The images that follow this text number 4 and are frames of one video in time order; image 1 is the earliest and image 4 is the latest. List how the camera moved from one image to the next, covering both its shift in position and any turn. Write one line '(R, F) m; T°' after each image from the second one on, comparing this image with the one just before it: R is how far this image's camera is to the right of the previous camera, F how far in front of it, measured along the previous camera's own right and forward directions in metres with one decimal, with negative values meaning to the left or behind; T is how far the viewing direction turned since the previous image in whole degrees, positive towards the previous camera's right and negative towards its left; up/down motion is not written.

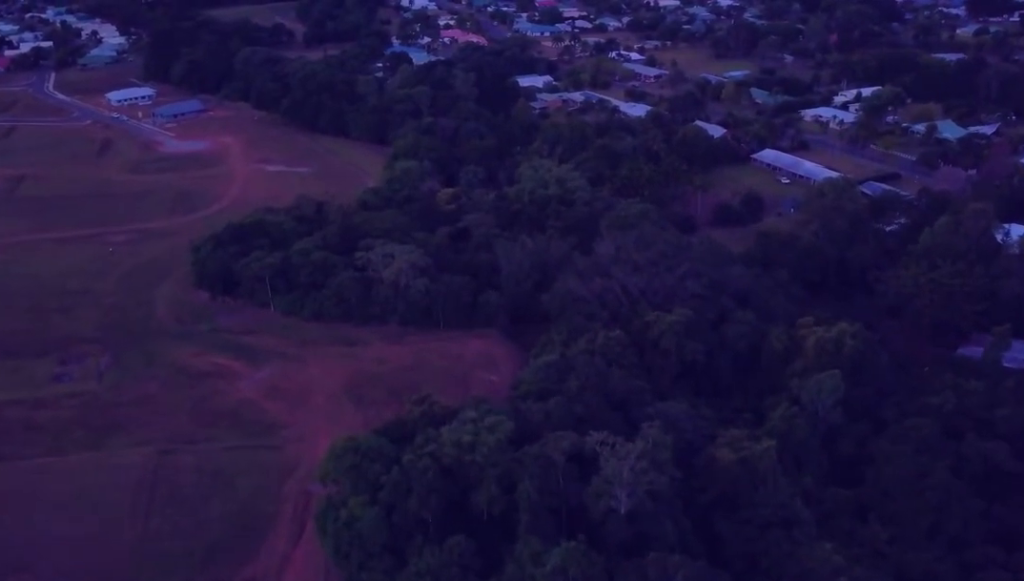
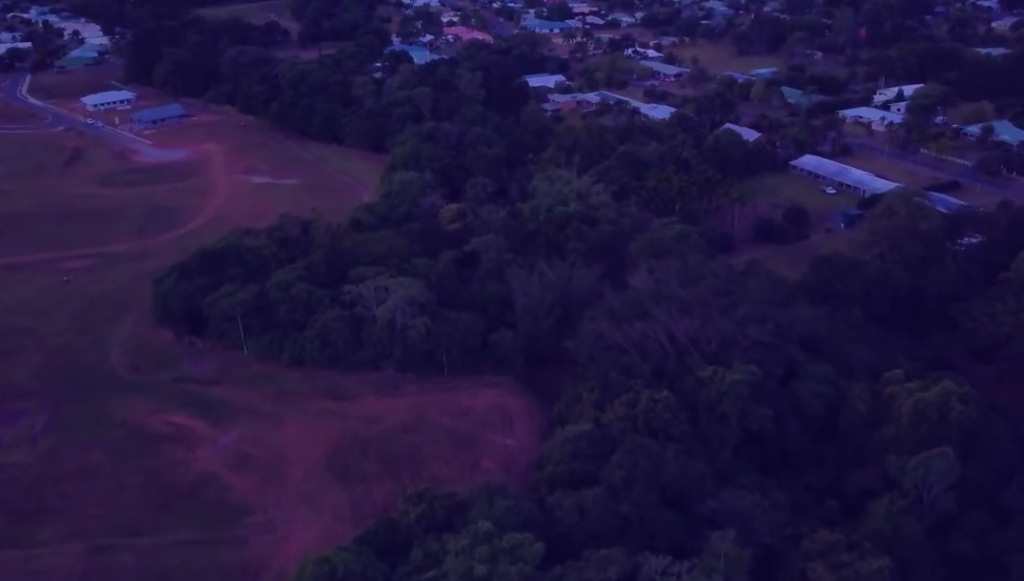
(0.0, +34.9) m; 0°
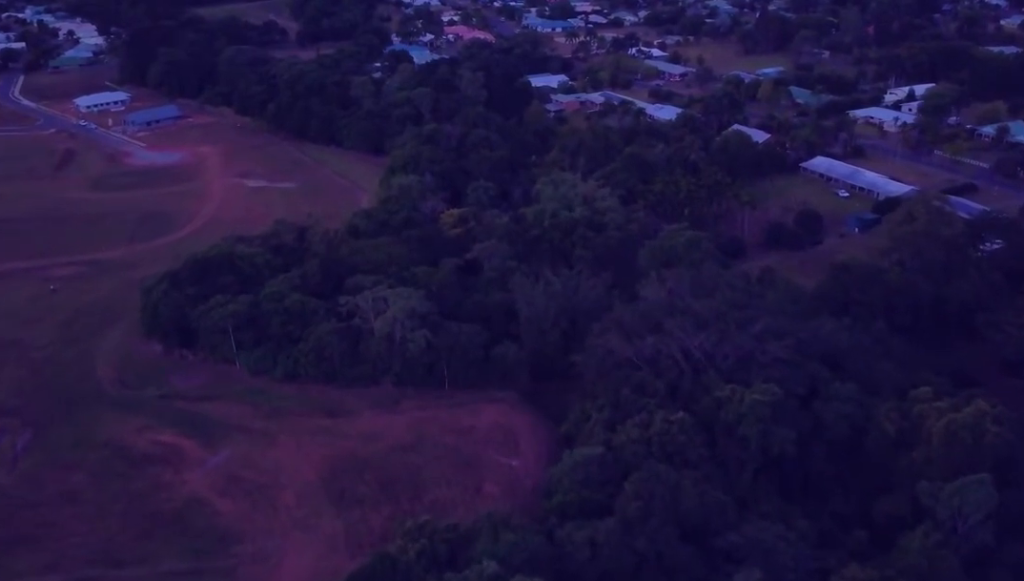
(0.0, +8.9) m; 0°
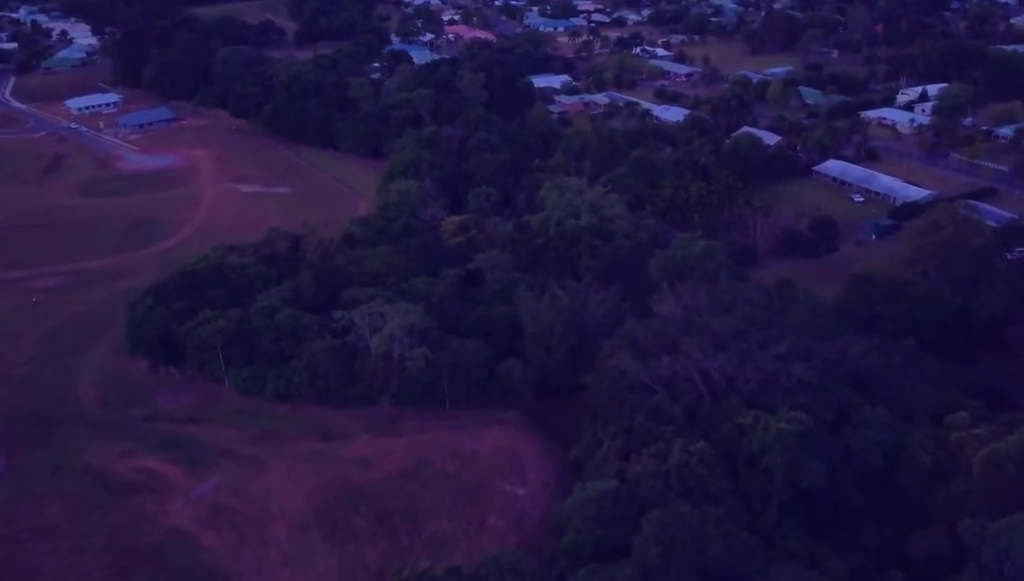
(0.0, +10.5) m; 0°
